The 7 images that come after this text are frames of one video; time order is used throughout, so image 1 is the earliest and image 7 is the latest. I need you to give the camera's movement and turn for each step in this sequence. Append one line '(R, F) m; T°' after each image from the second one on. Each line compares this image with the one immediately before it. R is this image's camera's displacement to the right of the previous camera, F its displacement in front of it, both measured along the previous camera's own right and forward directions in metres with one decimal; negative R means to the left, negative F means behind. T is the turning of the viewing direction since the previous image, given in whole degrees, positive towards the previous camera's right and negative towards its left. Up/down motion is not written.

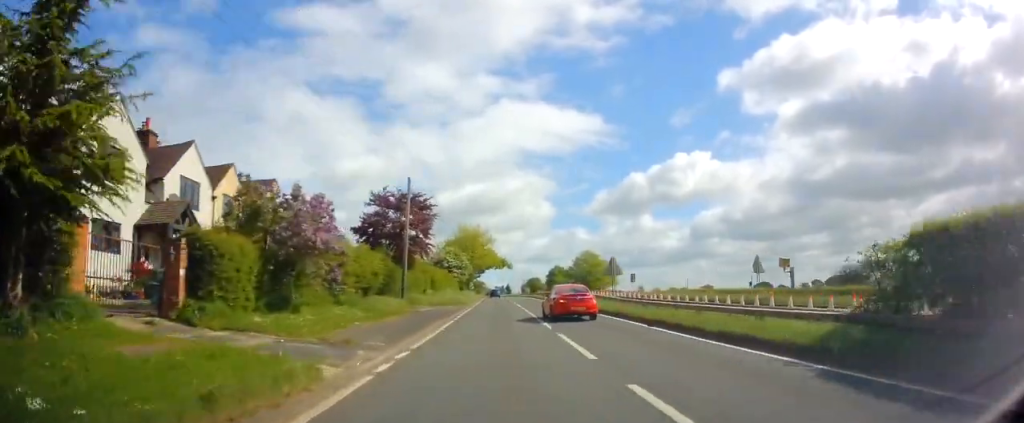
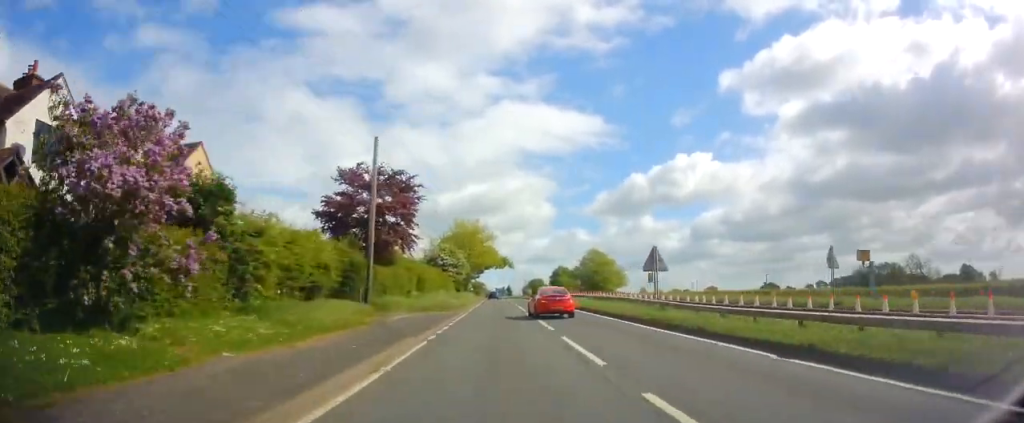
(-0.1, +9.4) m; 0°
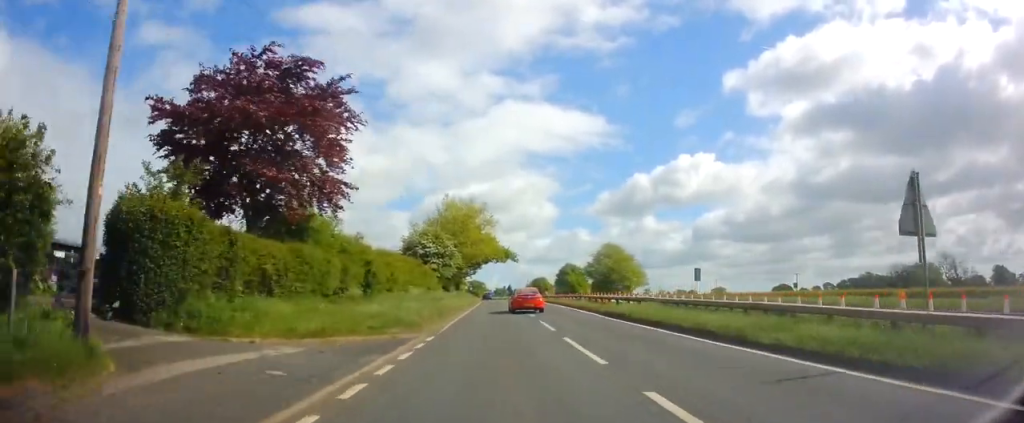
(-0.1, +17.6) m; 0°
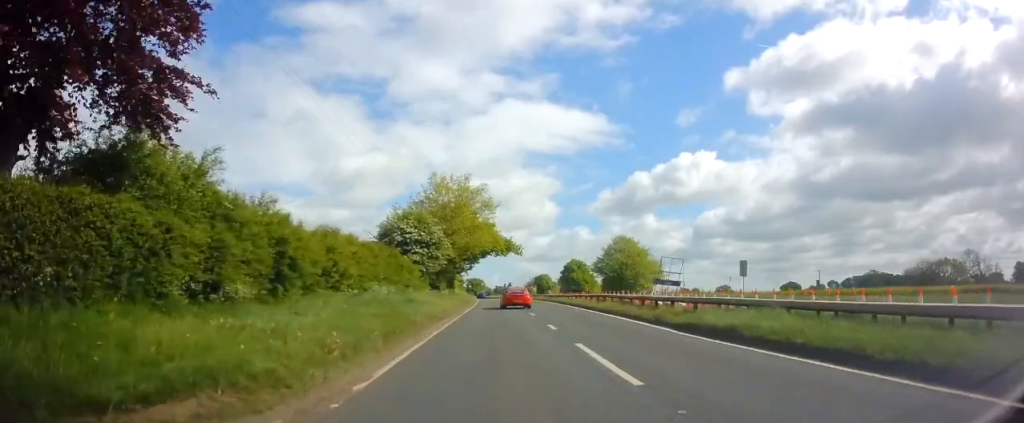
(0.0, +11.1) m; 0°
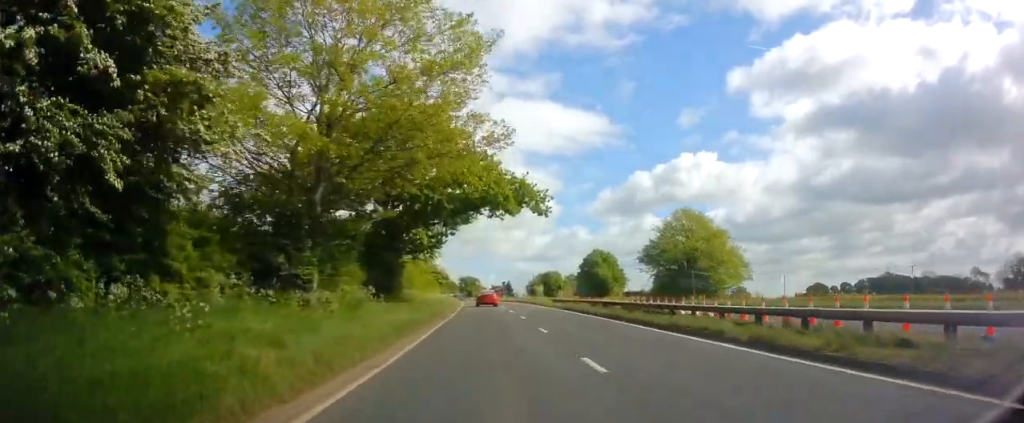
(-0.1, +35.8) m; -1°
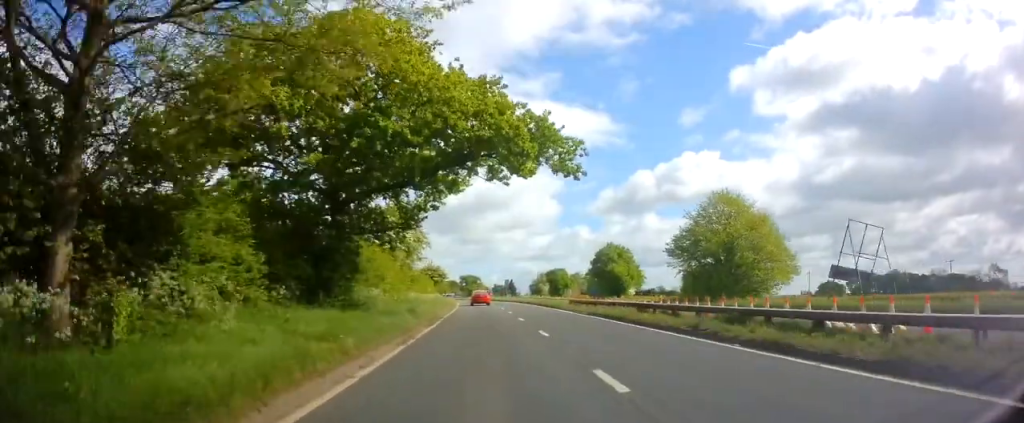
(0.0, +10.7) m; -1°
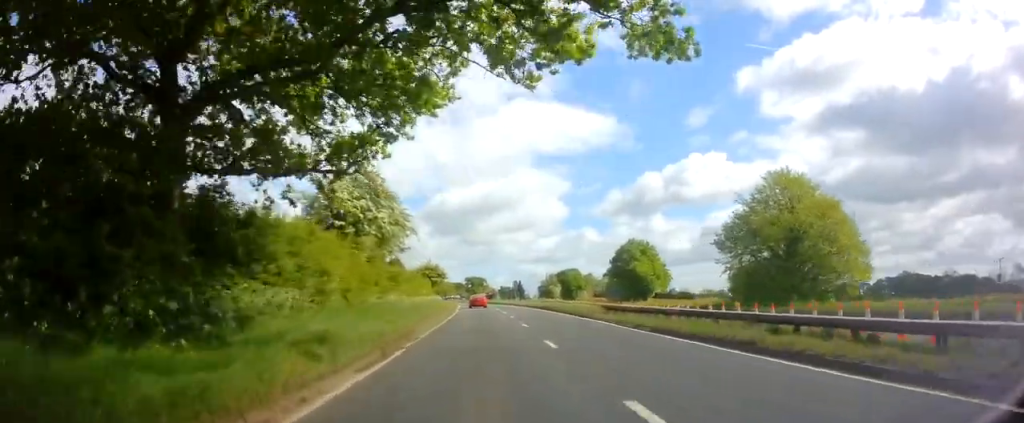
(-0.1, +11.2) m; -1°
